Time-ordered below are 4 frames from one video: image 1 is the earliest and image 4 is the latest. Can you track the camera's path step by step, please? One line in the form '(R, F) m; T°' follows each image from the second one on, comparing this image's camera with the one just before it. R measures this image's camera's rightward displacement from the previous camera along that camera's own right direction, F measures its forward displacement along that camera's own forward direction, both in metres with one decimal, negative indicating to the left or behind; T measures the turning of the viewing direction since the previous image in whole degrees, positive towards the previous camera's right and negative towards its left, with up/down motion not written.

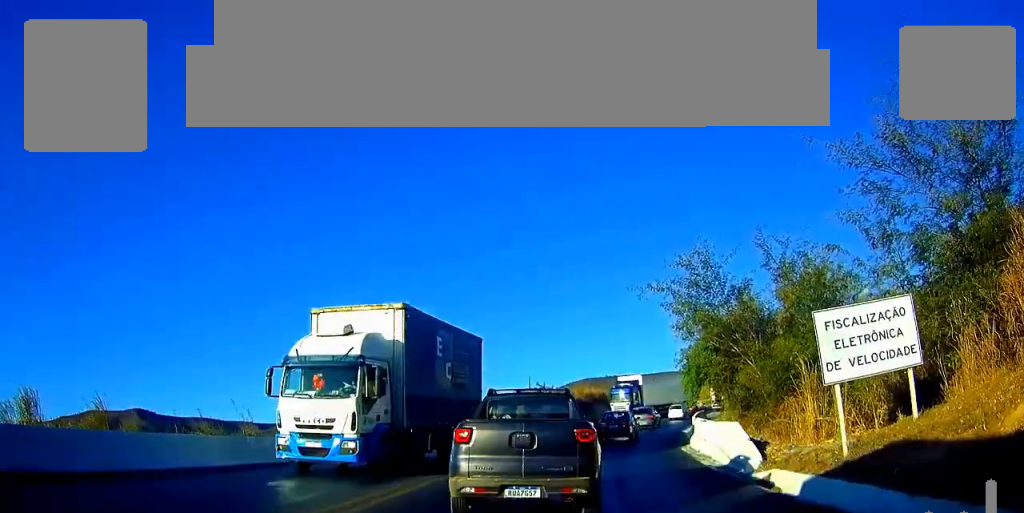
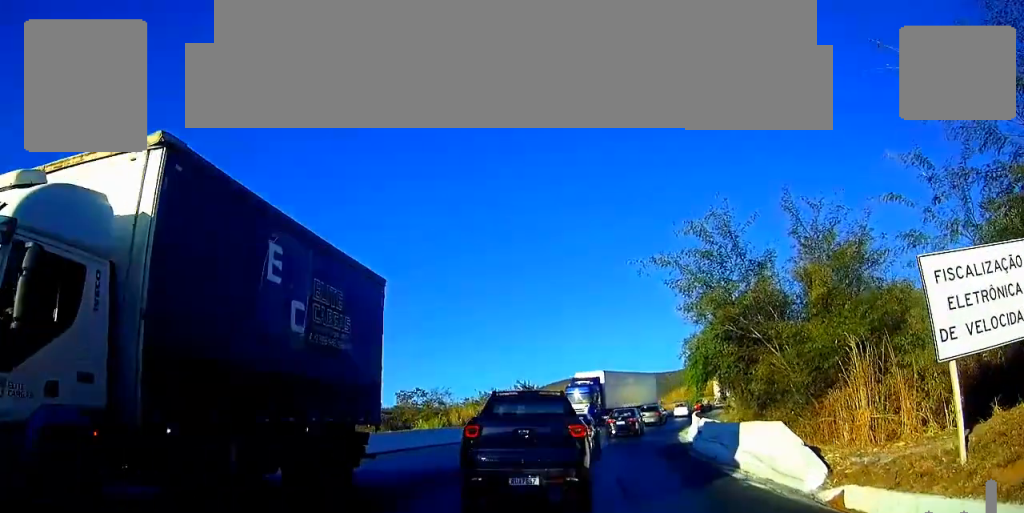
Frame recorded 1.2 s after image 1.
(+0.3, +4.7) m; +4°
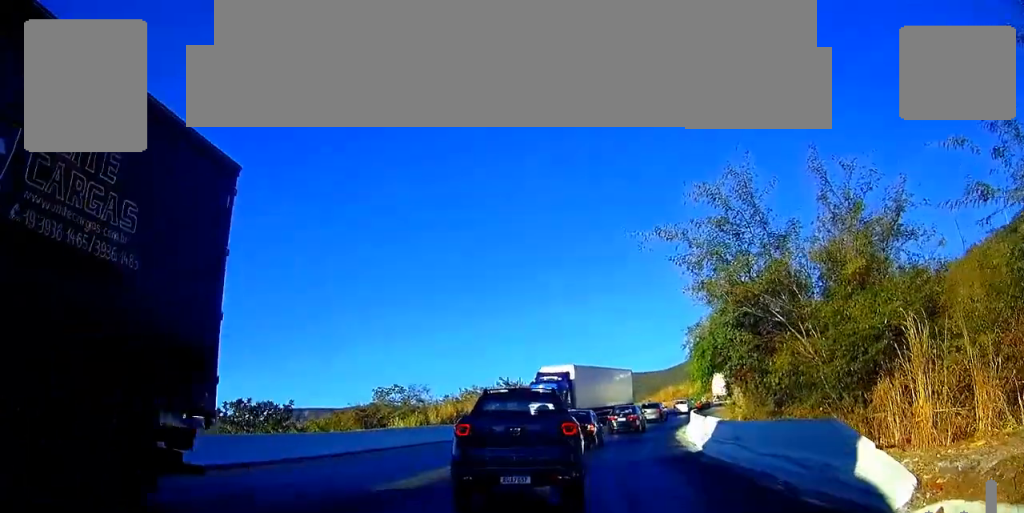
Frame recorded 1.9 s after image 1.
(0.0, +3.1) m; +1°
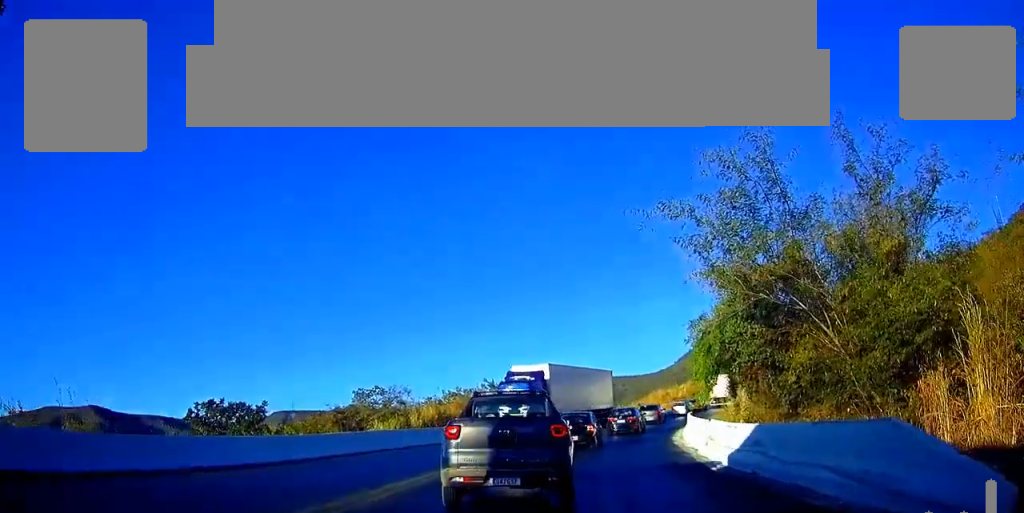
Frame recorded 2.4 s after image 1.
(0.0, +2.3) m; +1°
